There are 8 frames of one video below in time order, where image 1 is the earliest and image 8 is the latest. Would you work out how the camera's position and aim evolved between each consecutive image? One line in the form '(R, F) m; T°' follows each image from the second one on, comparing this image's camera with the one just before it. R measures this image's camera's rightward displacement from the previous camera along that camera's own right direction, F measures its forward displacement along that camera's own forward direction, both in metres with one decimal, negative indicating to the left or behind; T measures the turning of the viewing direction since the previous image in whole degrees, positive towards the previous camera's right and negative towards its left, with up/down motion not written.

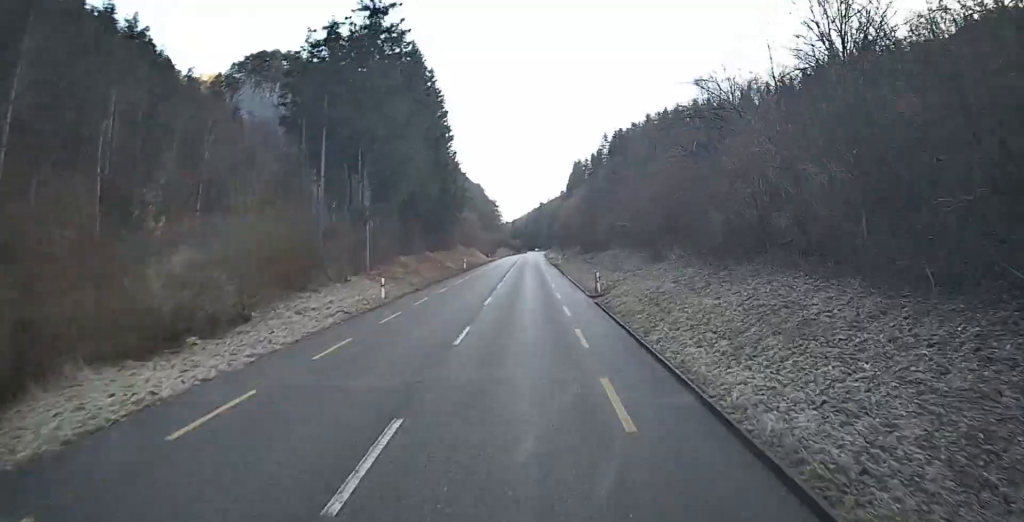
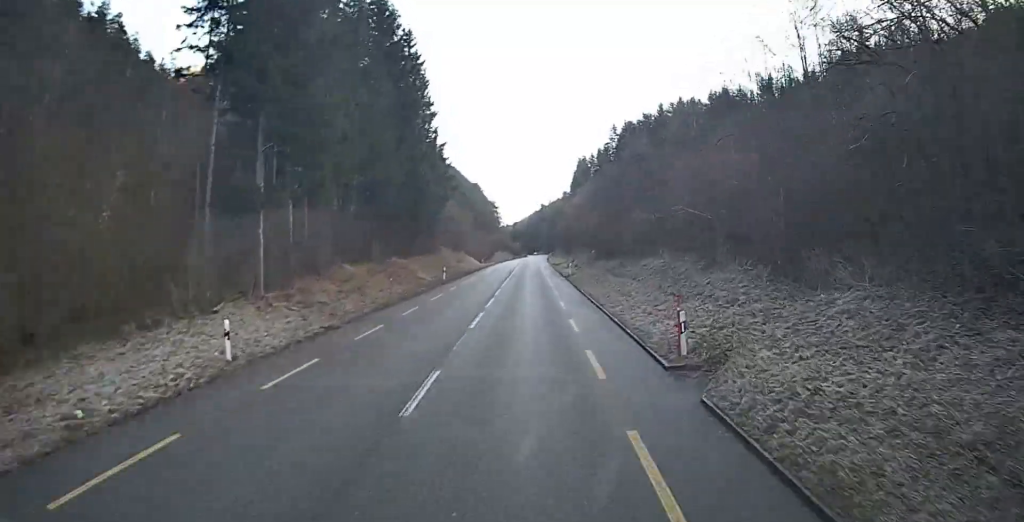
(+0.3, +14.7) m; 0°
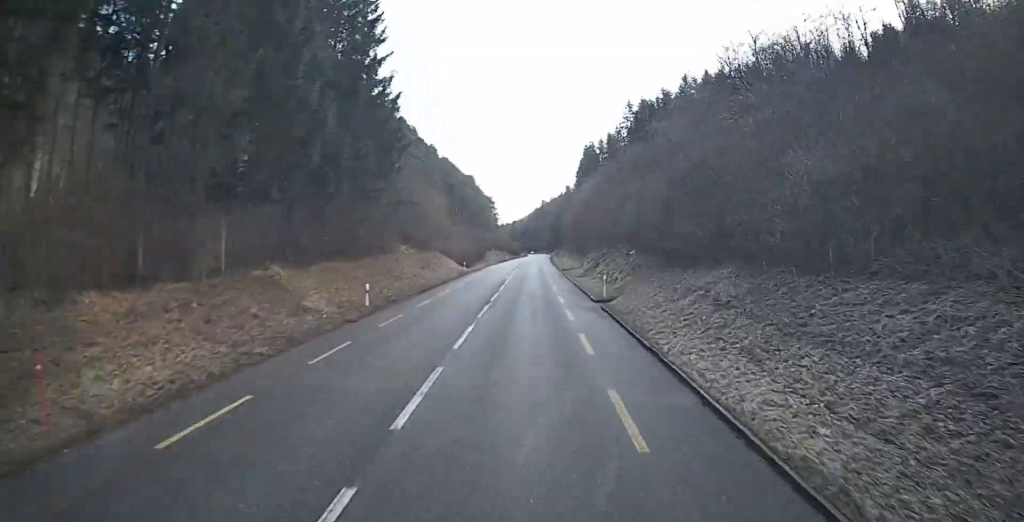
(-0.1, +21.6) m; 0°
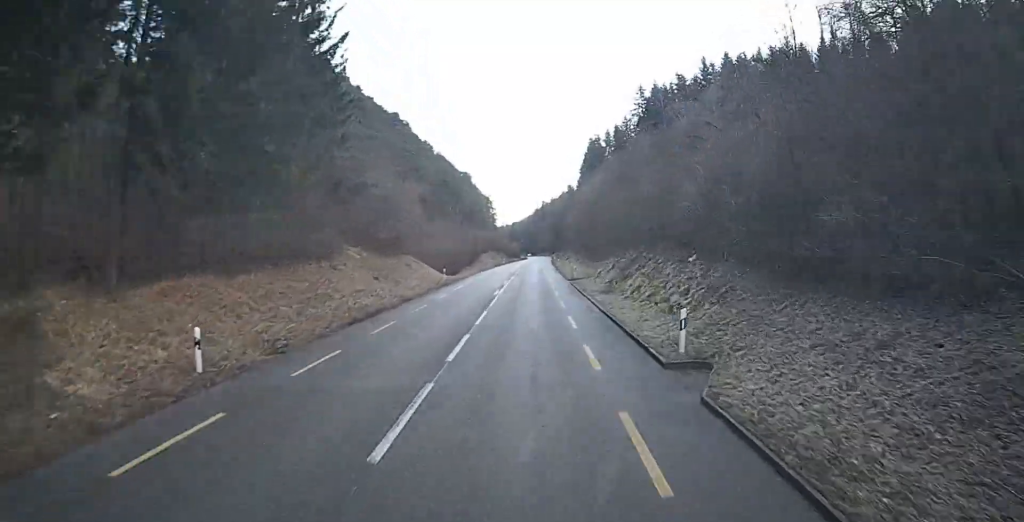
(0.0, +13.1) m; 0°
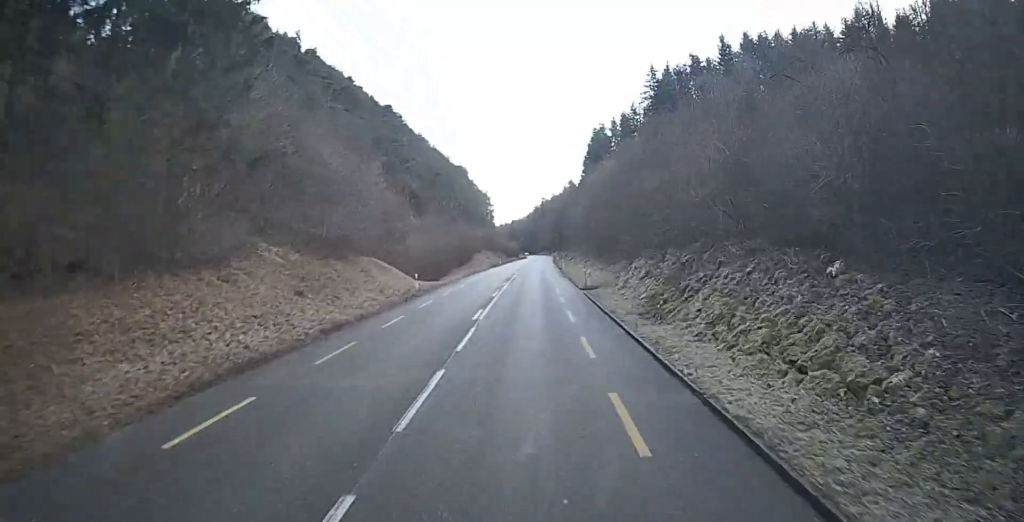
(+0.2, +10.8) m; 0°
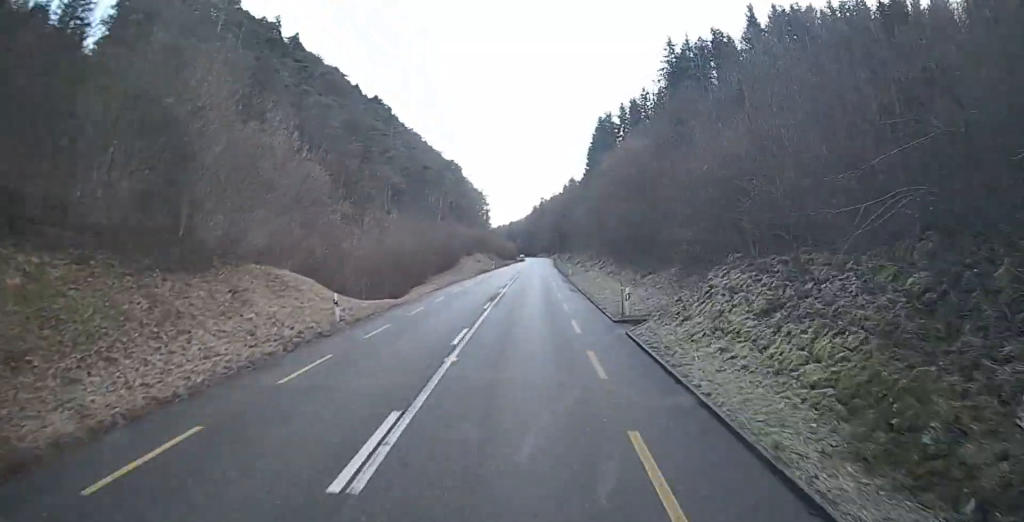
(-0.1, +13.8) m; 0°
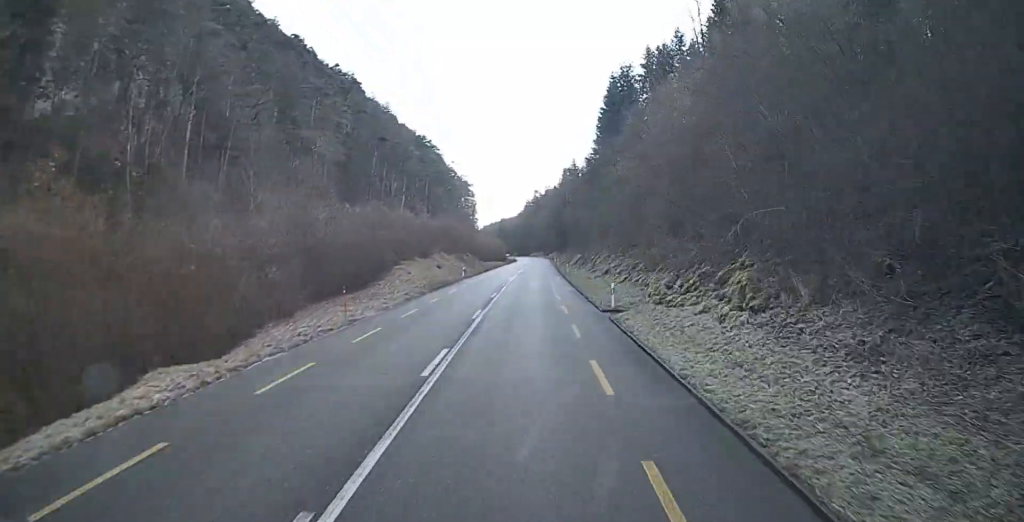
(0.0, +30.6) m; +1°
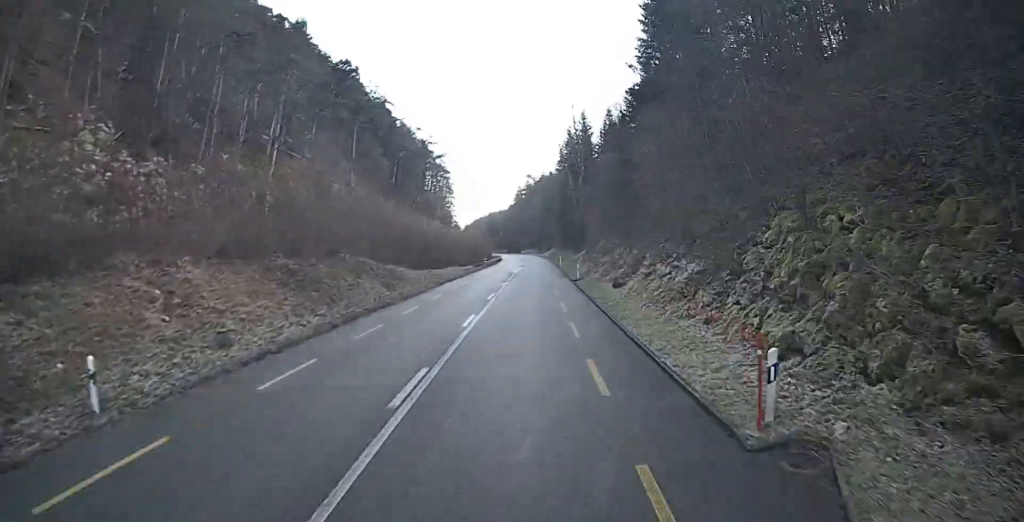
(-0.4, +47.4) m; -1°
